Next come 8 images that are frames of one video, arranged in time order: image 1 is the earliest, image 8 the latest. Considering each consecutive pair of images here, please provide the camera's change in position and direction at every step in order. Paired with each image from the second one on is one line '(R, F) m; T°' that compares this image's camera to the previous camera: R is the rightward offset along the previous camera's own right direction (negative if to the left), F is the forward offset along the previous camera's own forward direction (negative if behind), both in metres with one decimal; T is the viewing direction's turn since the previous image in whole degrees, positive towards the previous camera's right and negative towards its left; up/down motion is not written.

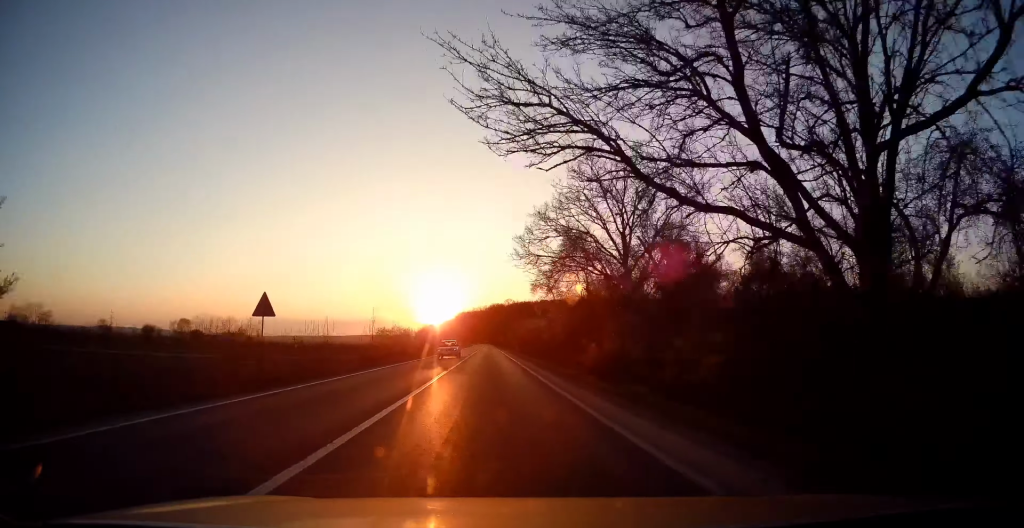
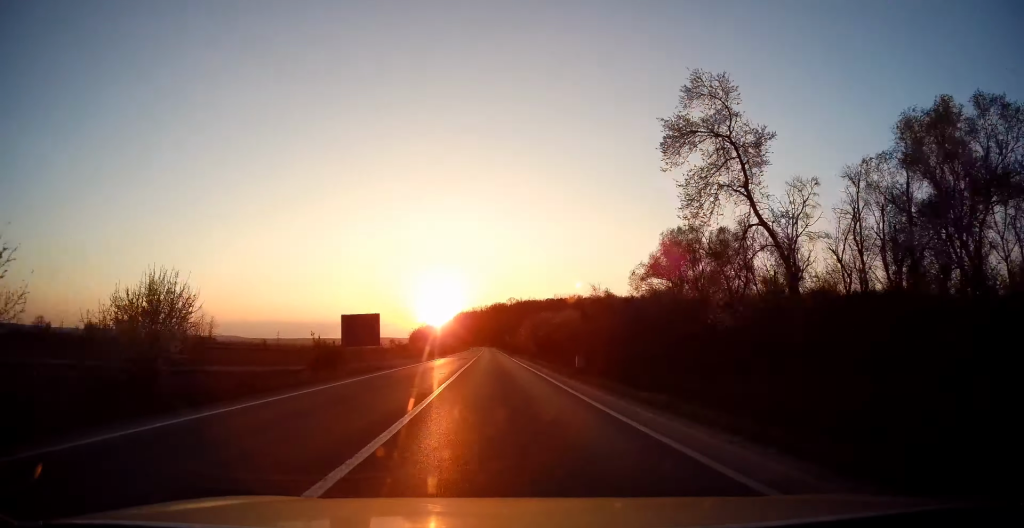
(+0.4, +44.3) m; +1°
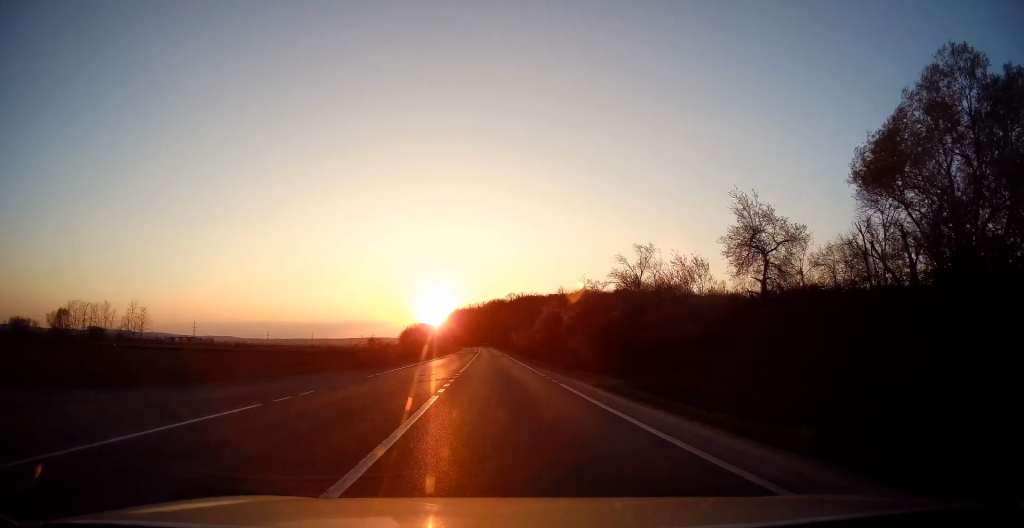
(-0.1, +42.7) m; 0°
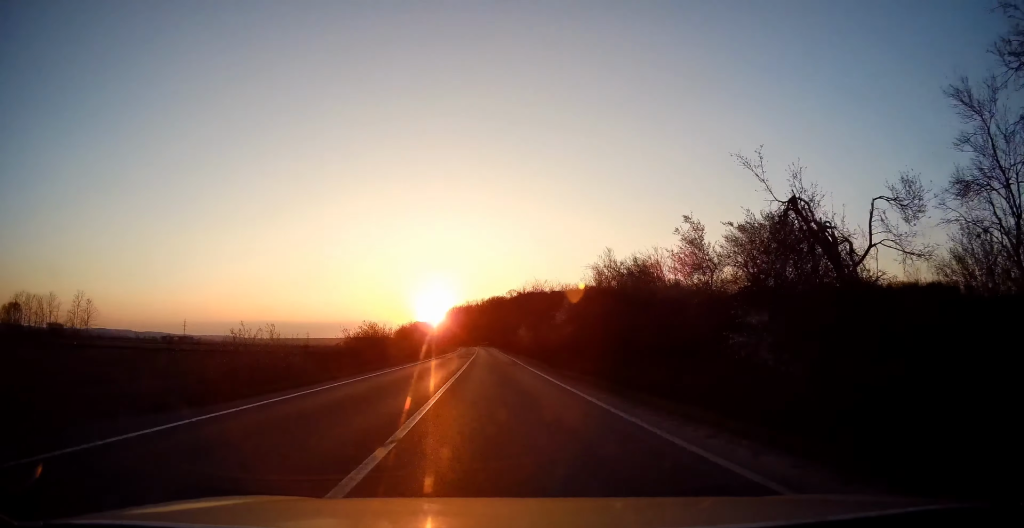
(+0.4, +24.9) m; +1°
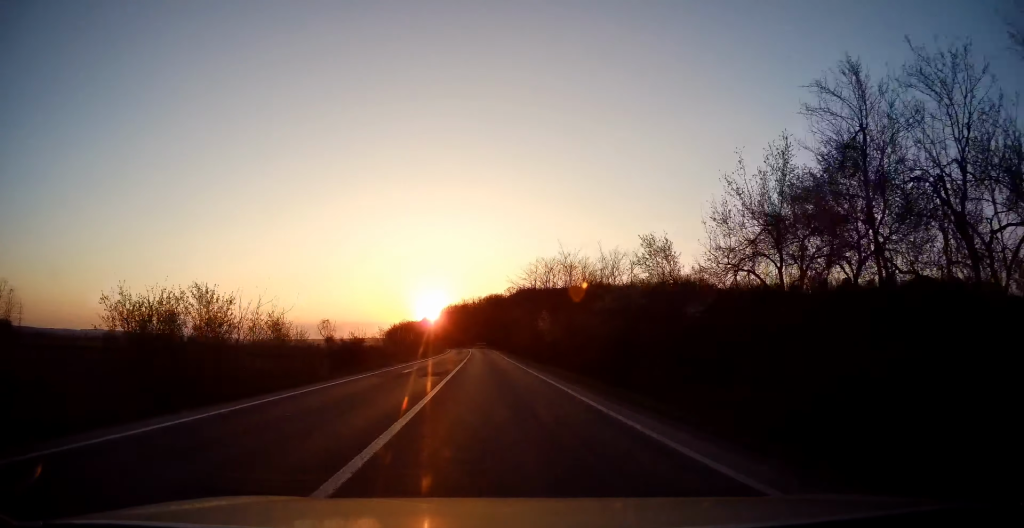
(0.0, +27.5) m; 0°
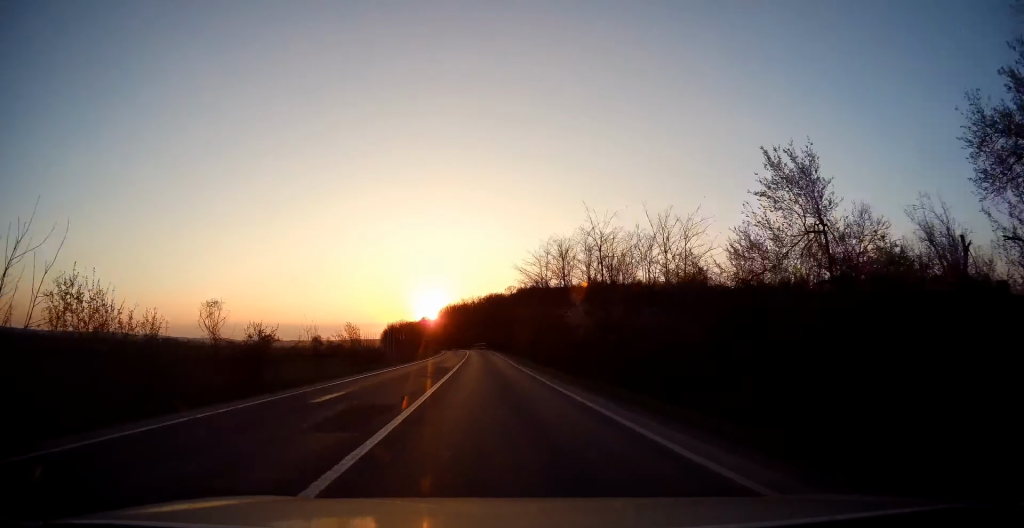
(0.0, +13.3) m; -1°
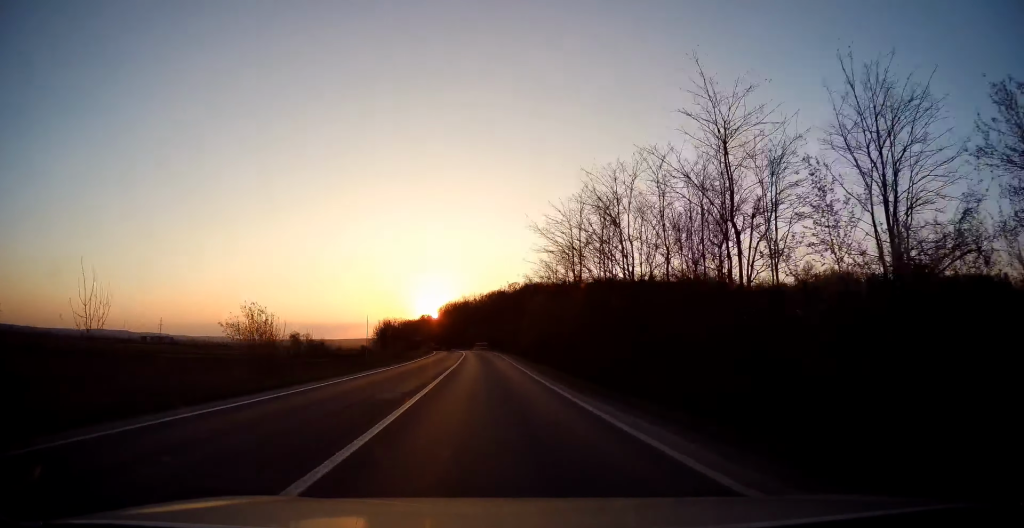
(-0.1, +19.4) m; 0°
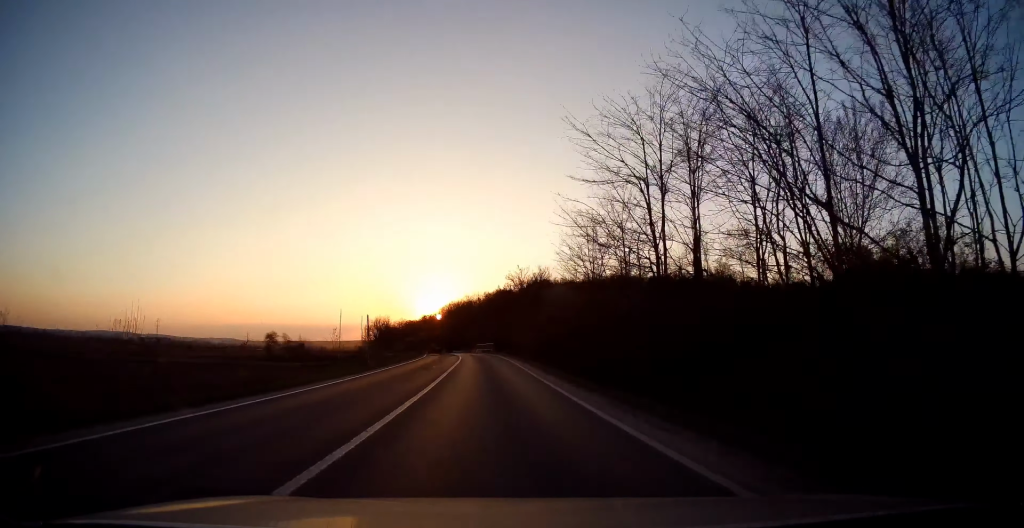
(-0.3, +17.7) m; 0°
